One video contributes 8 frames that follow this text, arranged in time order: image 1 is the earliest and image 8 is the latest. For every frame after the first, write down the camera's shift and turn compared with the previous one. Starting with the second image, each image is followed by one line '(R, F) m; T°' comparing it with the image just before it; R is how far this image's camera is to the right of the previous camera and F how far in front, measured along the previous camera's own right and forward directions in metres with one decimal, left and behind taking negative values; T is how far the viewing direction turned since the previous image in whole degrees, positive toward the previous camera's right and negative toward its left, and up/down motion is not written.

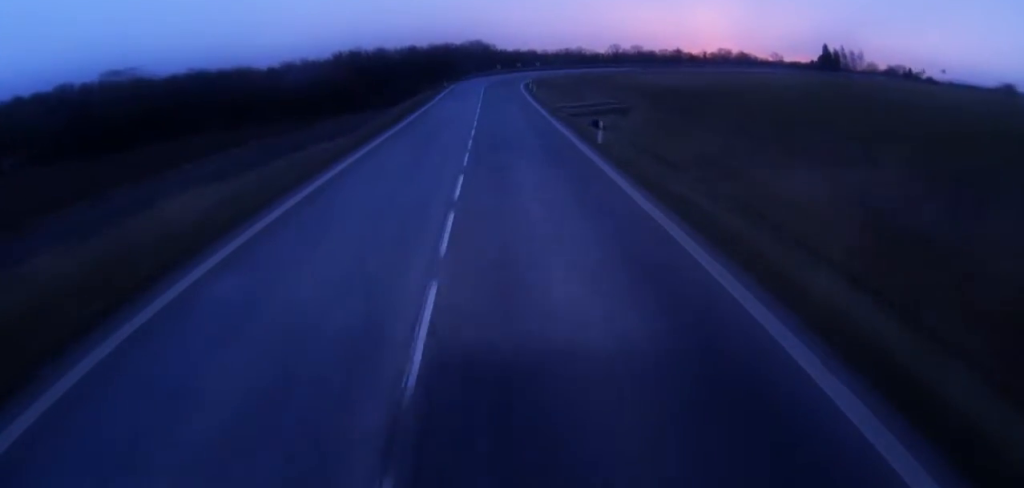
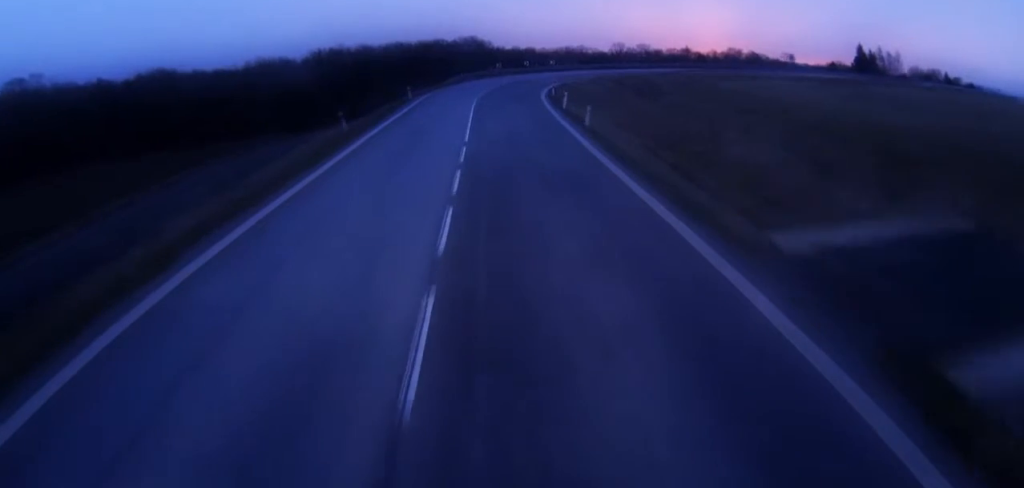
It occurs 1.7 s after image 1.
(+0.5, +33.5) m; +1°
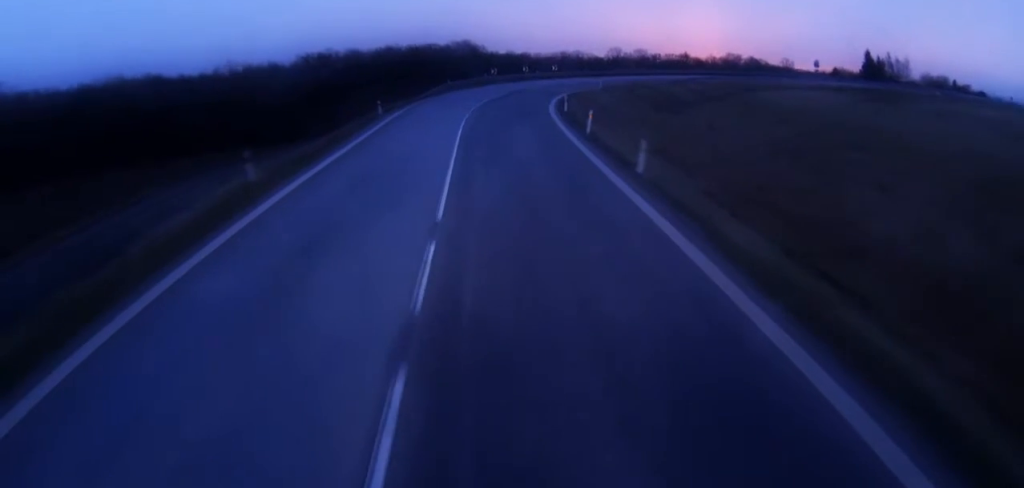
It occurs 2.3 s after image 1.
(+0.2, +10.8) m; -1°
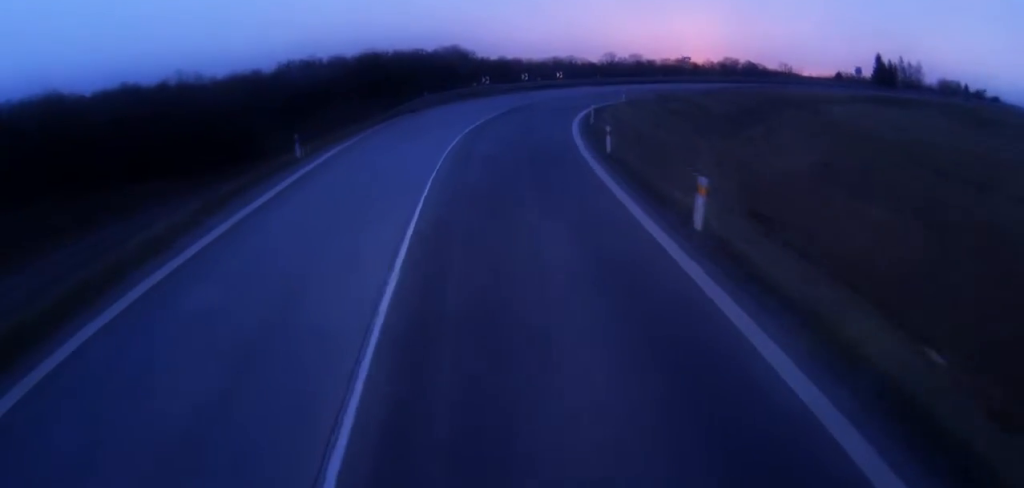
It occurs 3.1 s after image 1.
(-0.6, +15.3) m; +1°
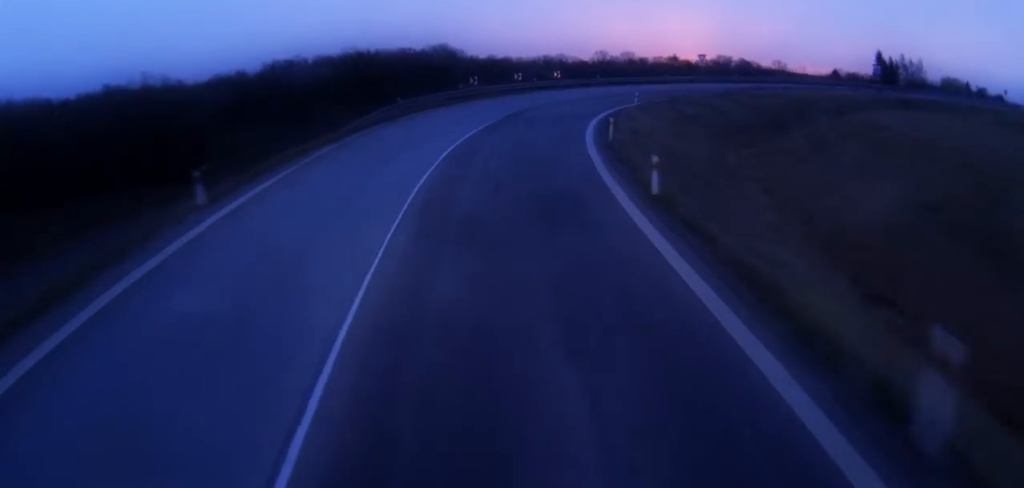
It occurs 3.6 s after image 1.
(+0.2, +7.4) m; +1°
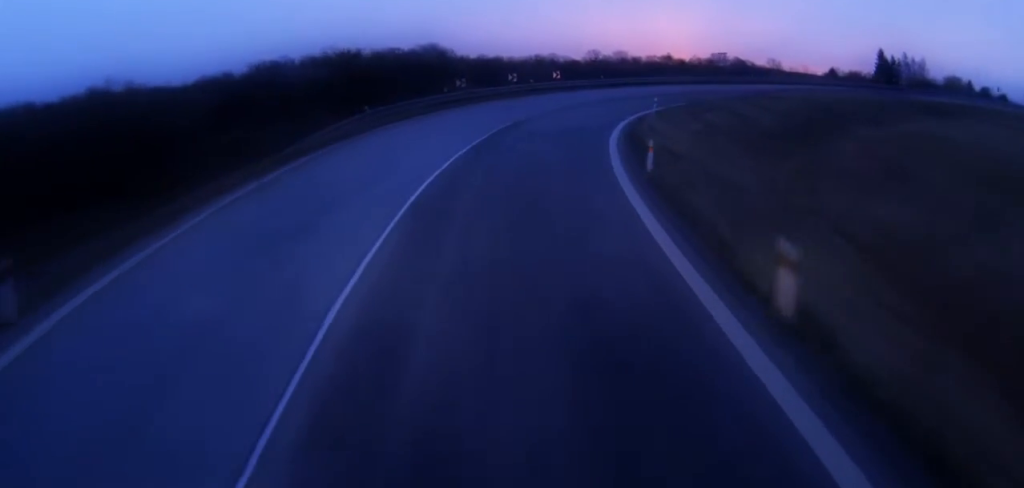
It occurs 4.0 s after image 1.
(+0.3, +7.2) m; +2°
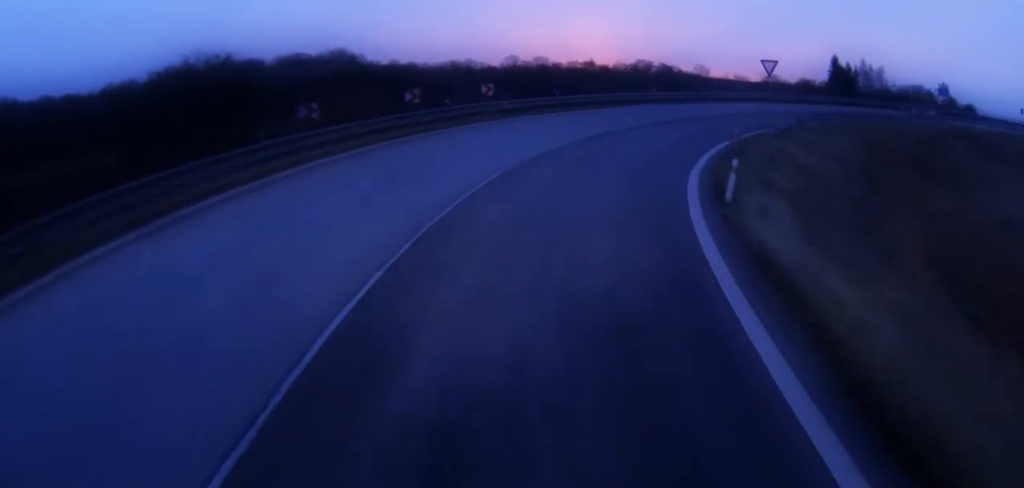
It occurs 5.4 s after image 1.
(+0.9, +21.6) m; +8°
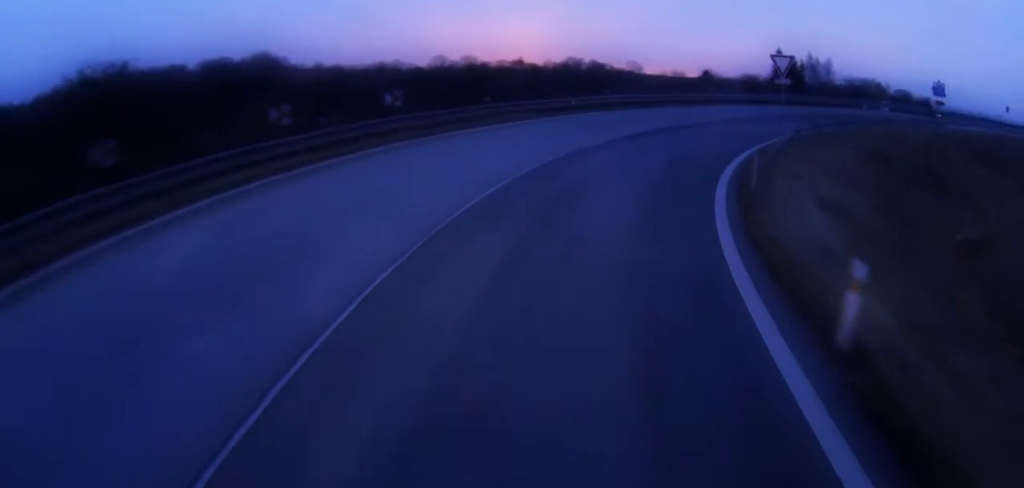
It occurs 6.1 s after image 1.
(+0.3, +9.4) m; +7°
